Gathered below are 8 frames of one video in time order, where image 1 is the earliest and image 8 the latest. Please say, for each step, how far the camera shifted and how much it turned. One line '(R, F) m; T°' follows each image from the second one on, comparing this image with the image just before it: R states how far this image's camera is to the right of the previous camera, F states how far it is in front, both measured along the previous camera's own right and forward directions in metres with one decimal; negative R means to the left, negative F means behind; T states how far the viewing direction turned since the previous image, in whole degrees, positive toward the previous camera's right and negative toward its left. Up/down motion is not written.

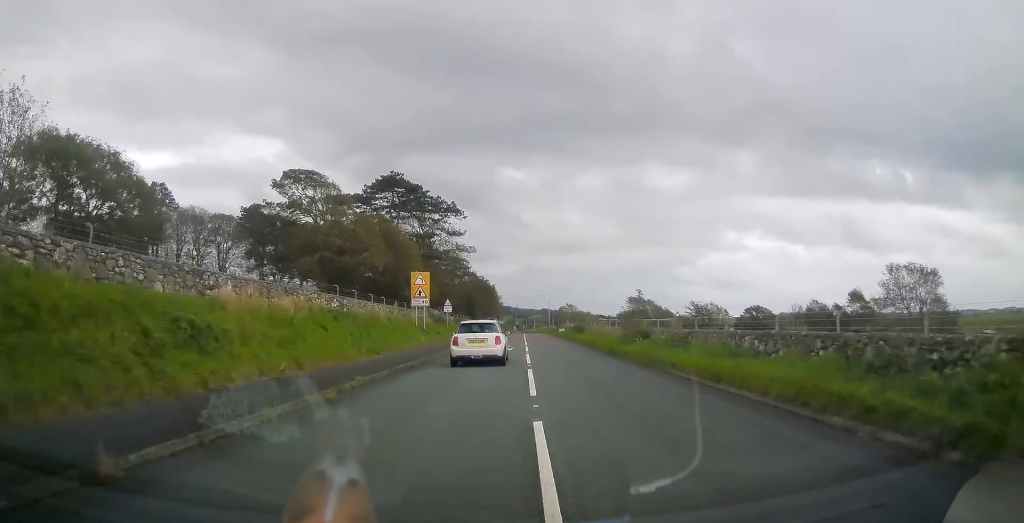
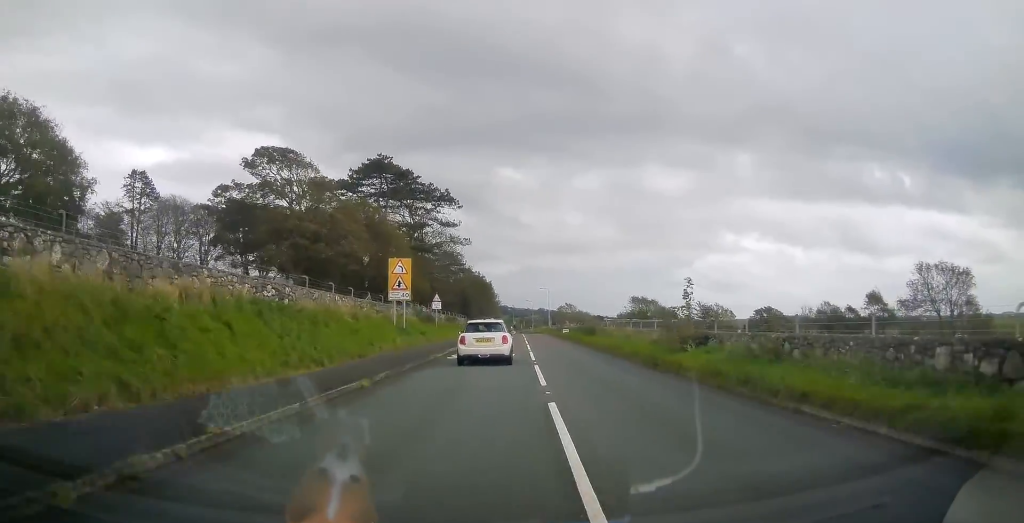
(0.0, +7.5) m; 0°
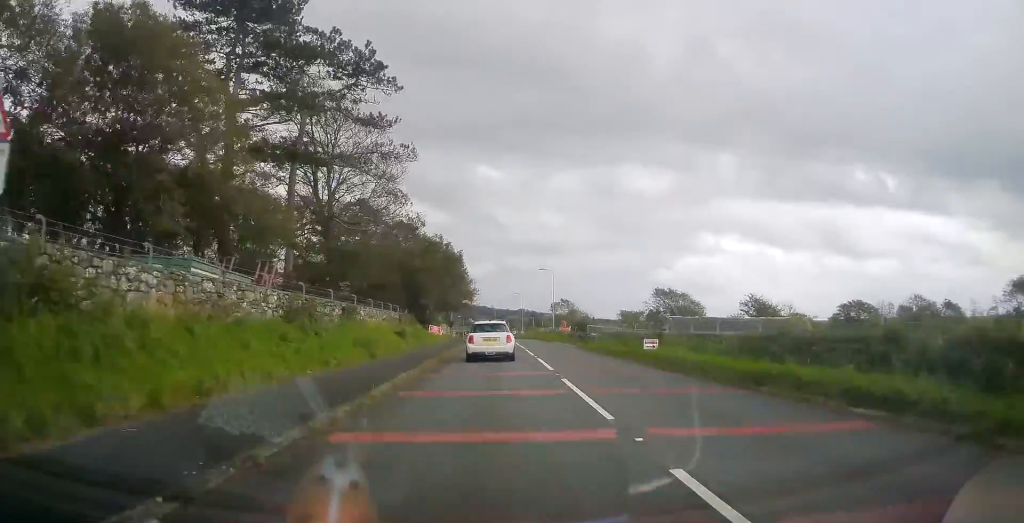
(+0.4, +41.5) m; +2°
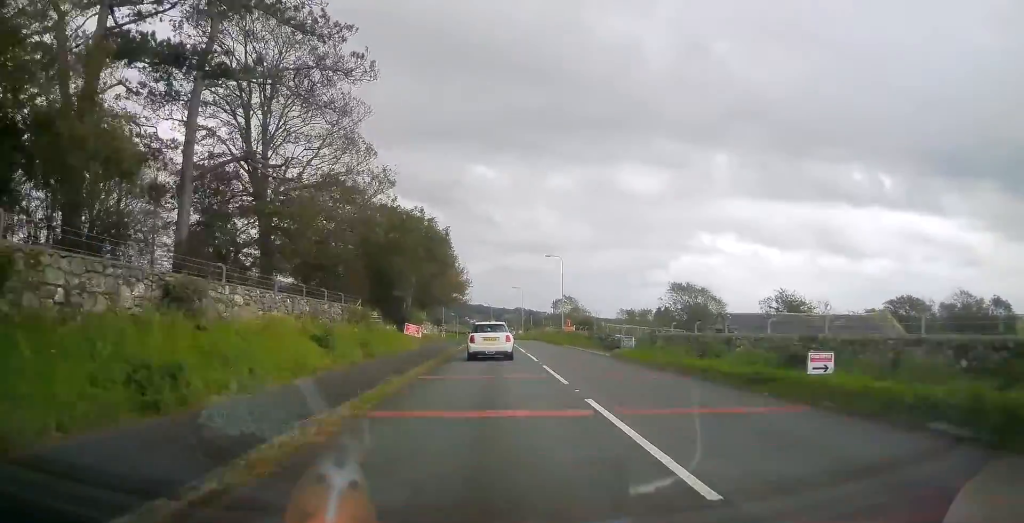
(+0.1, +13.3) m; 0°
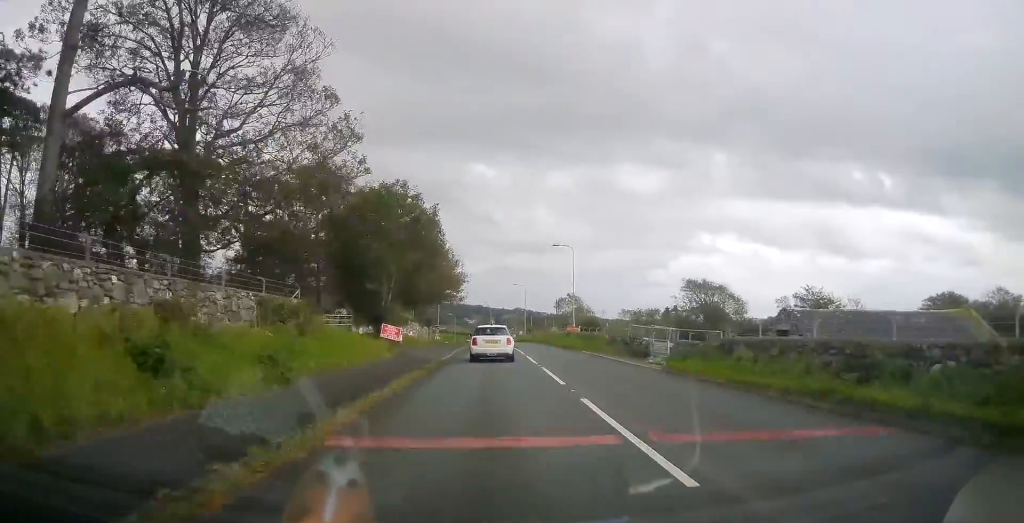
(0.0, +8.8) m; 0°
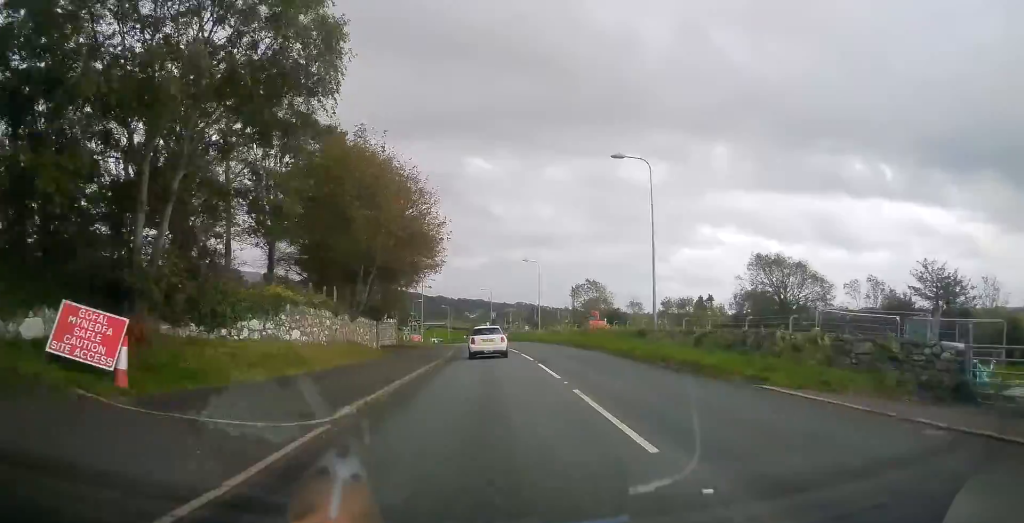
(0.0, +26.5) m; 0°
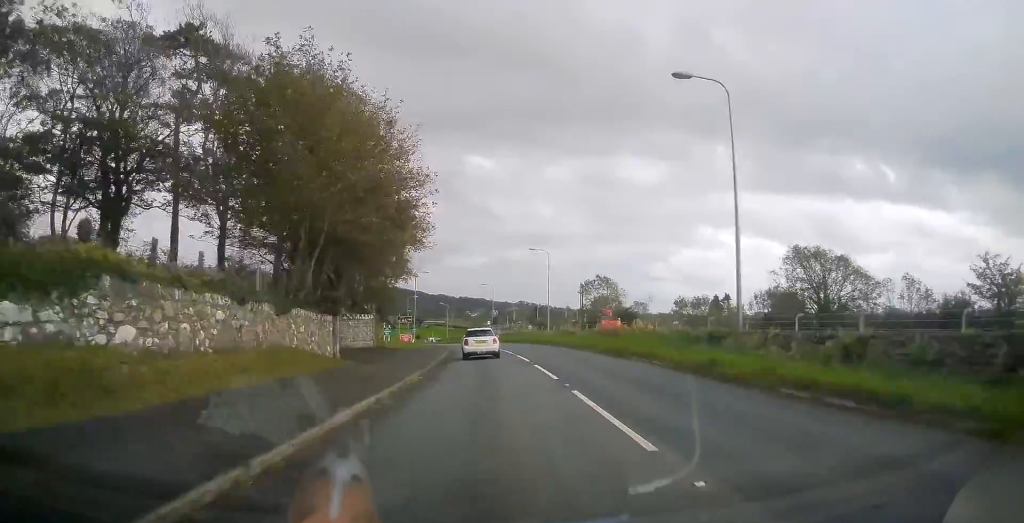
(0.0, +9.1) m; 0°
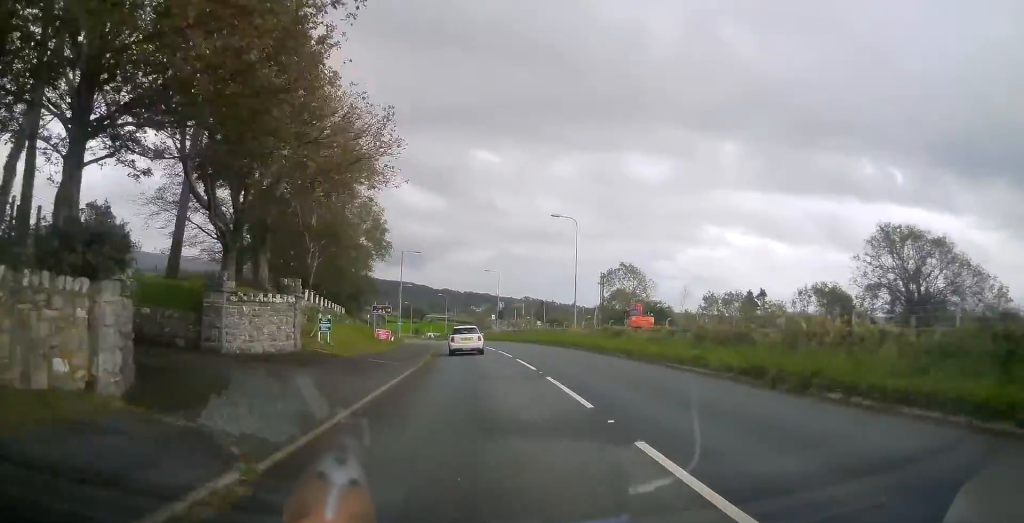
(0.0, +14.8) m; 0°
